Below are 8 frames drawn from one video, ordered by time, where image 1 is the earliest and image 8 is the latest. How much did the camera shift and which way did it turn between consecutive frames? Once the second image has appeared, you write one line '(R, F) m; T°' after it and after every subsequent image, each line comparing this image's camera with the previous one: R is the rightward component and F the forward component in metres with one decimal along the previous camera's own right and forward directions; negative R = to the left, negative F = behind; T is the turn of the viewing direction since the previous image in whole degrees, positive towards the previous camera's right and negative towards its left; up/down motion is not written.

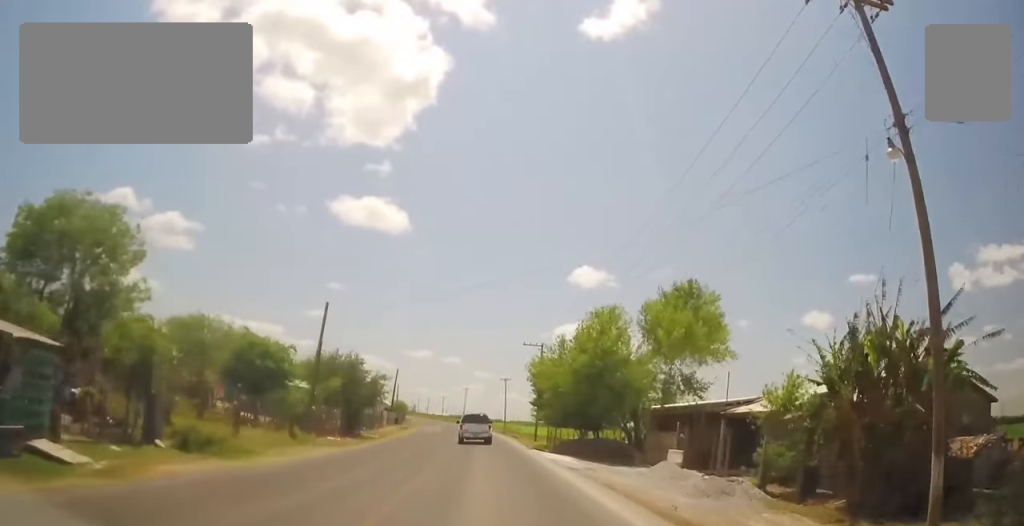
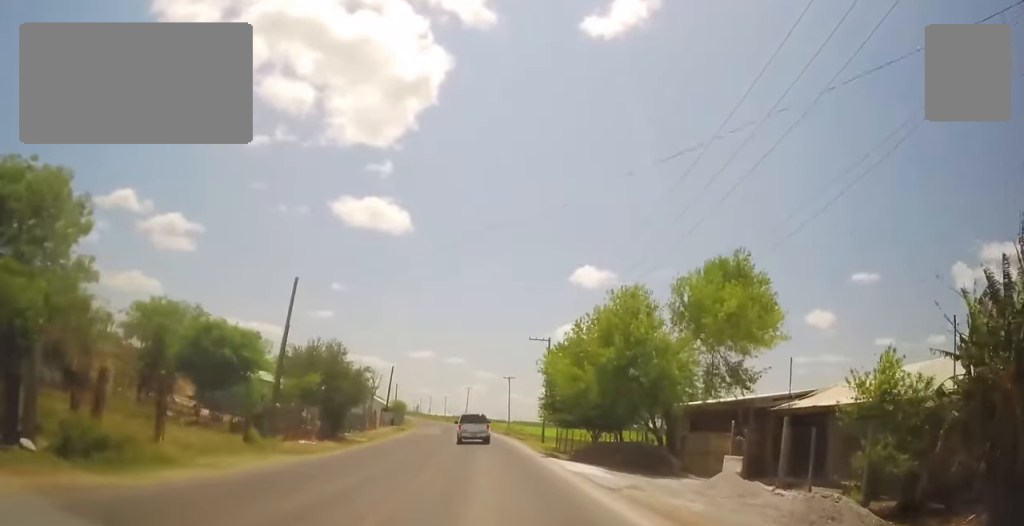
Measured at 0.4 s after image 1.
(-0.2, +5.0) m; -1°
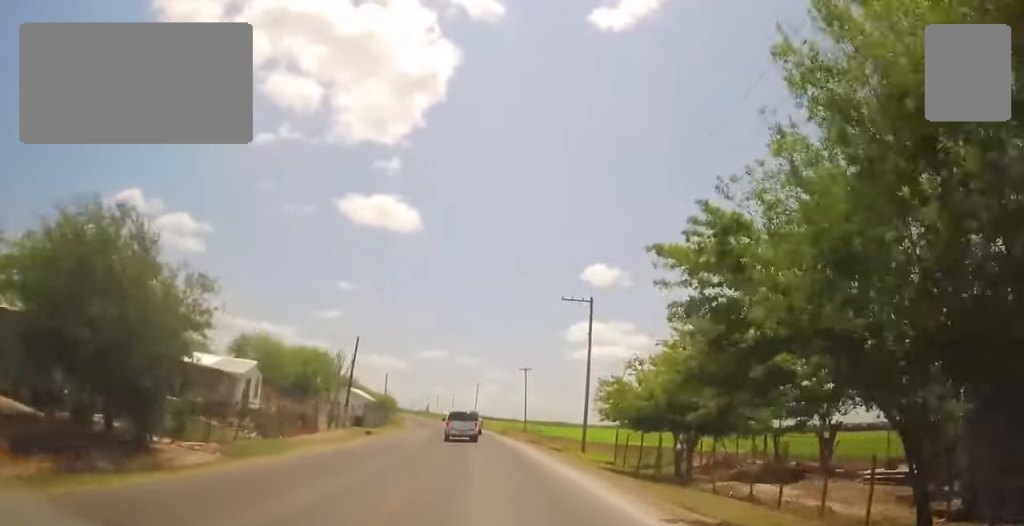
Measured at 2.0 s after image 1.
(-0.5, +19.8) m; -1°
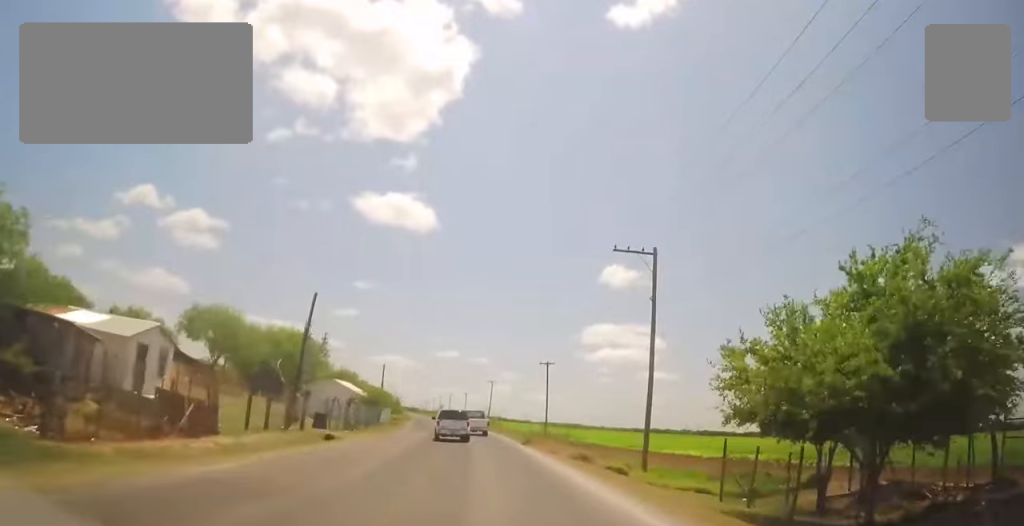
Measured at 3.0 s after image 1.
(0.0, +12.8) m; 0°
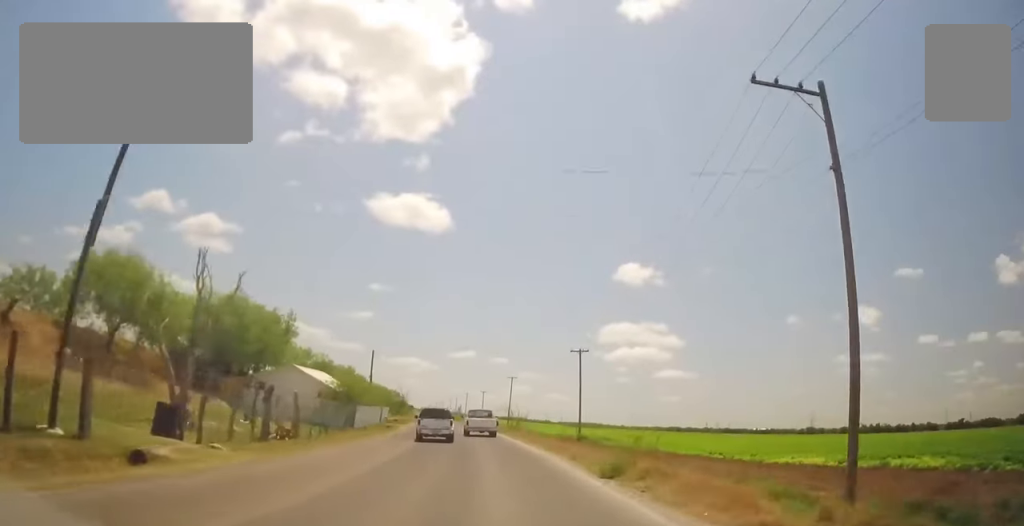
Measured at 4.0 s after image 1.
(0.0, +15.7) m; 0°
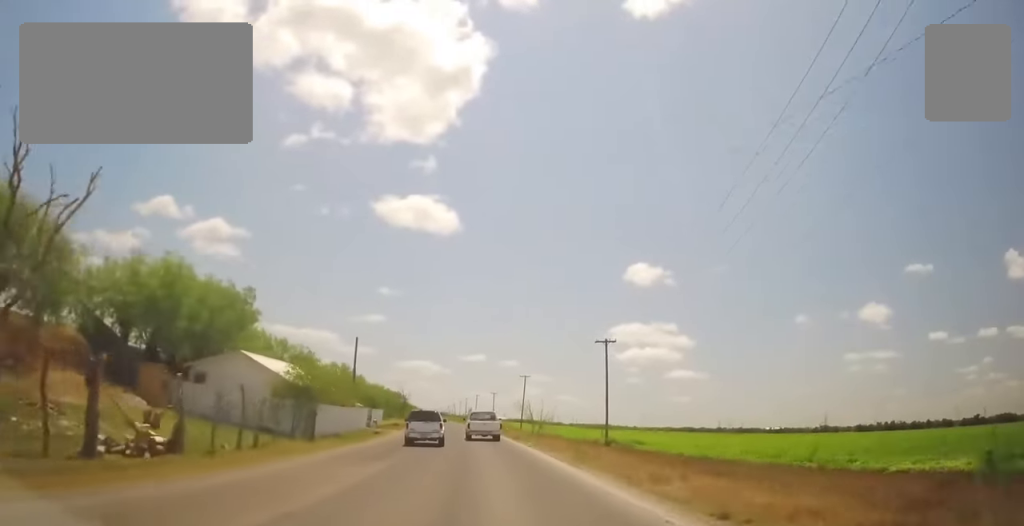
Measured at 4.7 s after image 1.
(0.0, +10.5) m; 0°
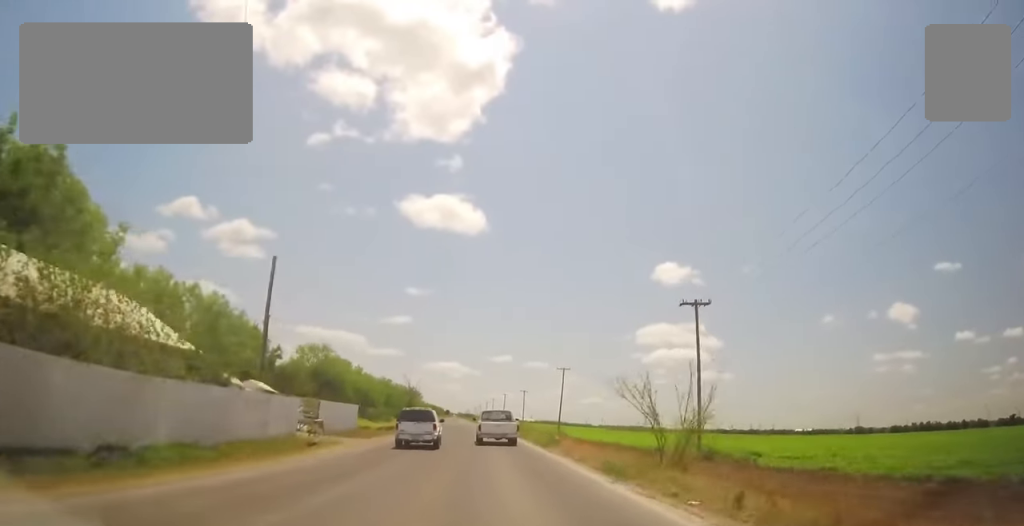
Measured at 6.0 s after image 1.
(-0.1, +21.5) m; -4°
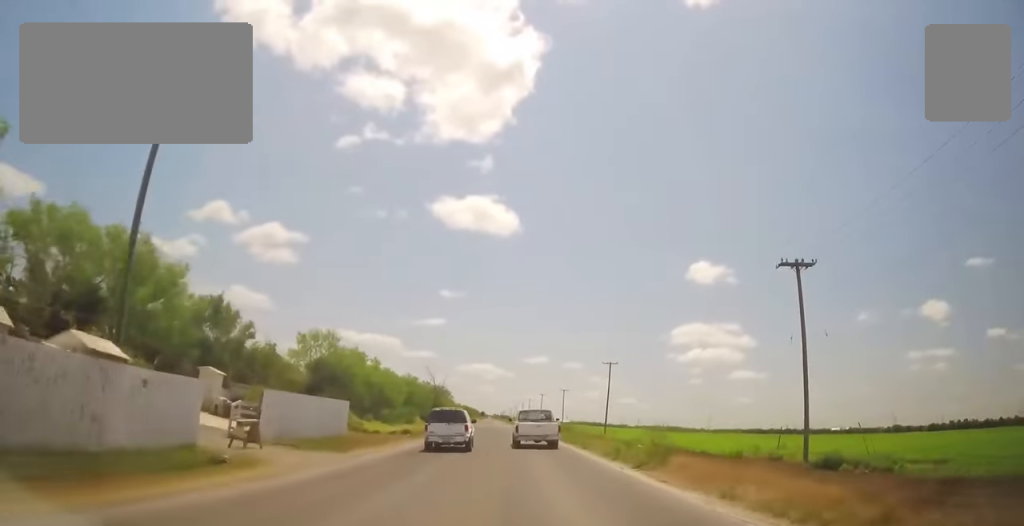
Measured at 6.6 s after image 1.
(-0.6, +10.8) m; -2°
